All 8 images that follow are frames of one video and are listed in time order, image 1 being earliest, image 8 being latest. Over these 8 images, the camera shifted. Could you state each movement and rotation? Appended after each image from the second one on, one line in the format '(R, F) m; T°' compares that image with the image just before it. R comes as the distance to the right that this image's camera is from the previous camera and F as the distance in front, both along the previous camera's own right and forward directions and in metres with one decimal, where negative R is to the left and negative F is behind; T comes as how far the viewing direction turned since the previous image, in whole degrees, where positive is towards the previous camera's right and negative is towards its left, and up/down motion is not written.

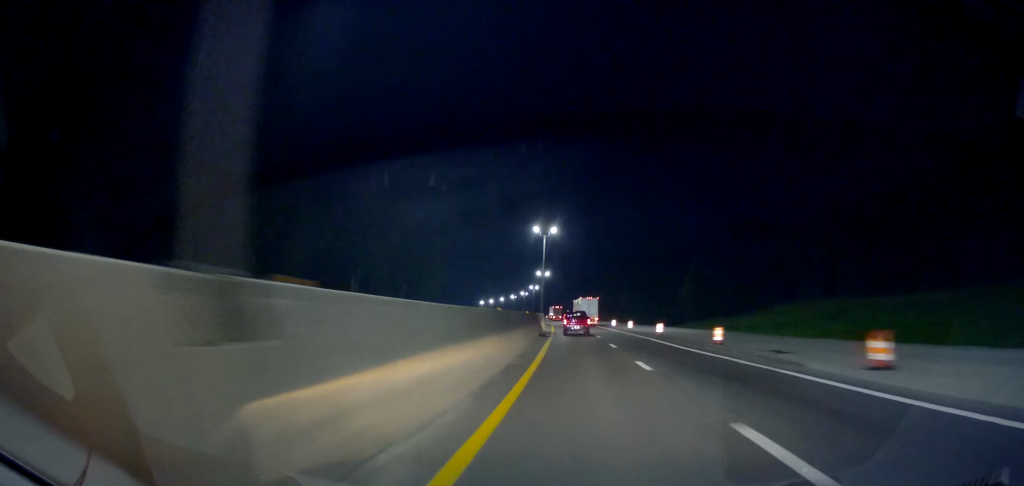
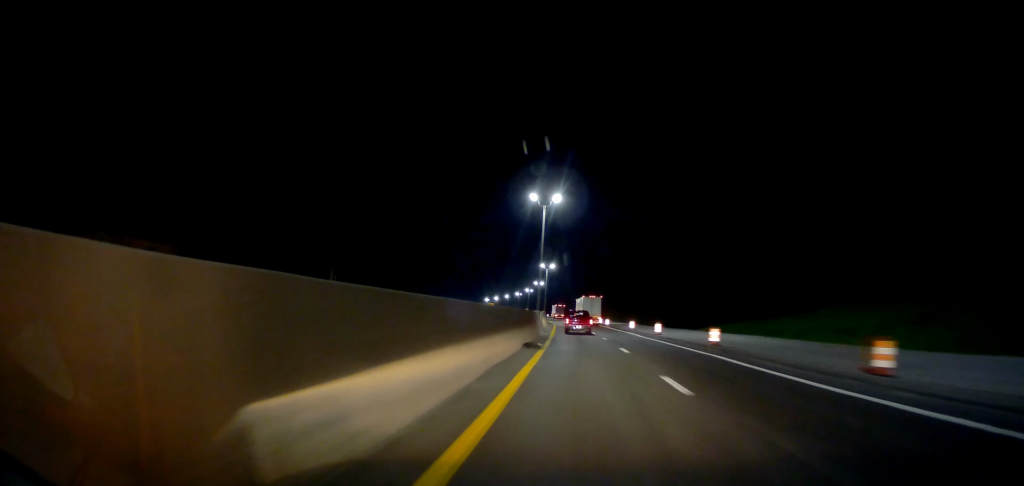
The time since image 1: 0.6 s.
(-0.1, +17.3) m; 0°
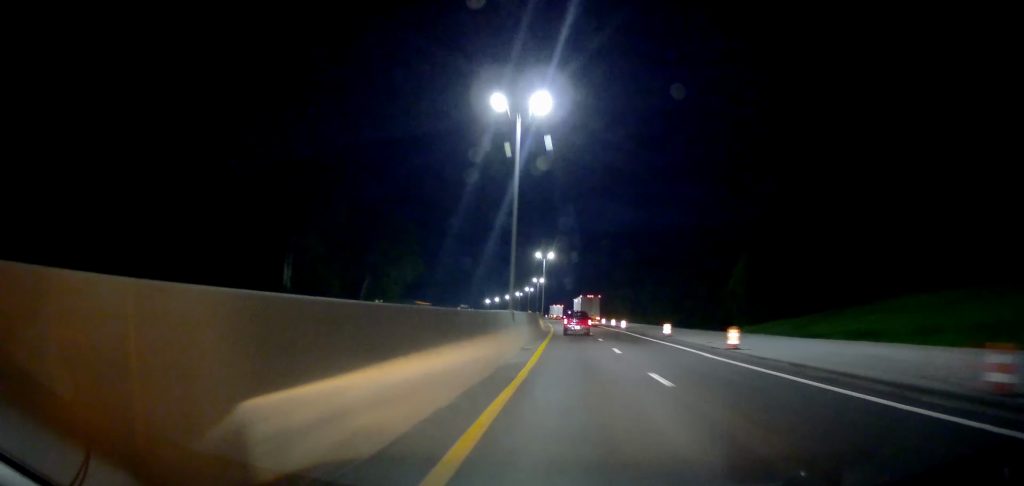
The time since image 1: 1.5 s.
(+0.1, +22.8) m; -1°
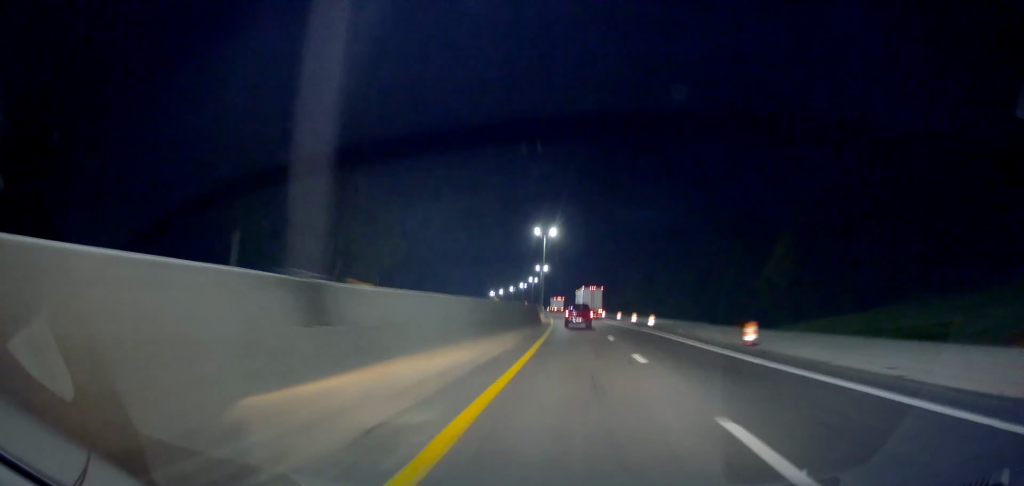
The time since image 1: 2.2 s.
(-0.5, +21.0) m; -1°
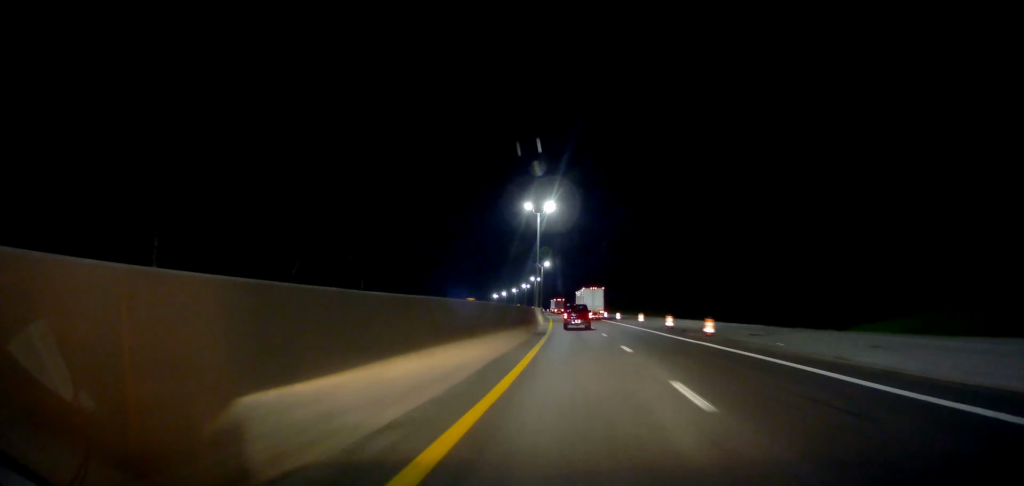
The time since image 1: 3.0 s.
(-0.1, +20.1) m; 0°
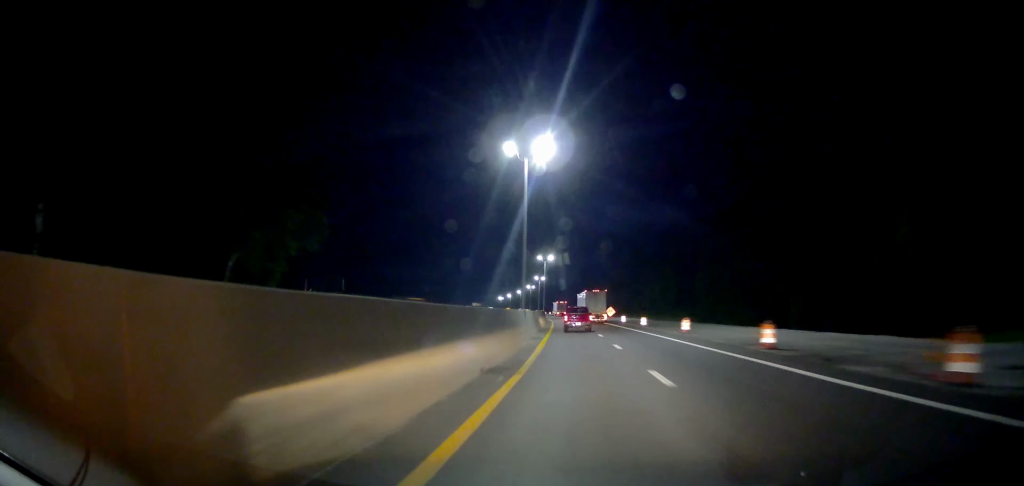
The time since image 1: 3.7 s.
(0.0, +20.9) m; 0°
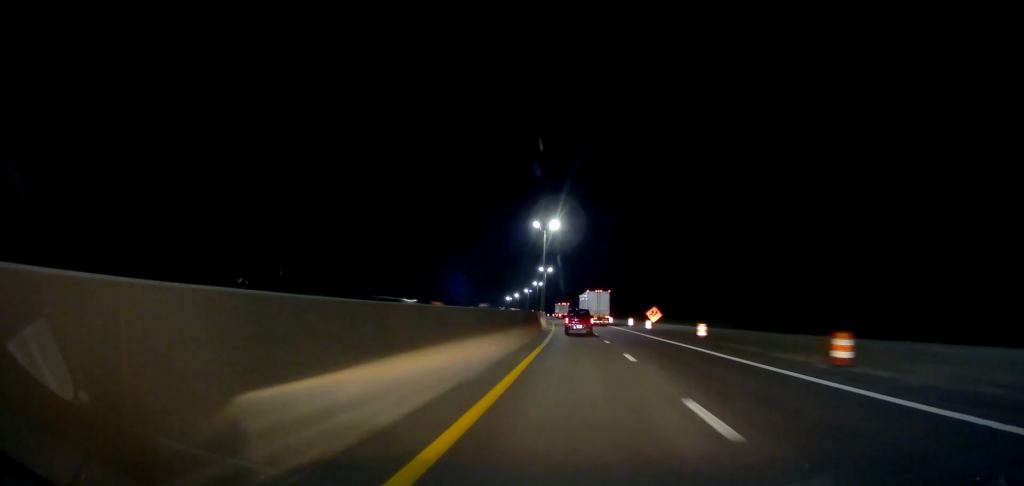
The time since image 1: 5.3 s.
(-0.6, +41.6) m; -2°
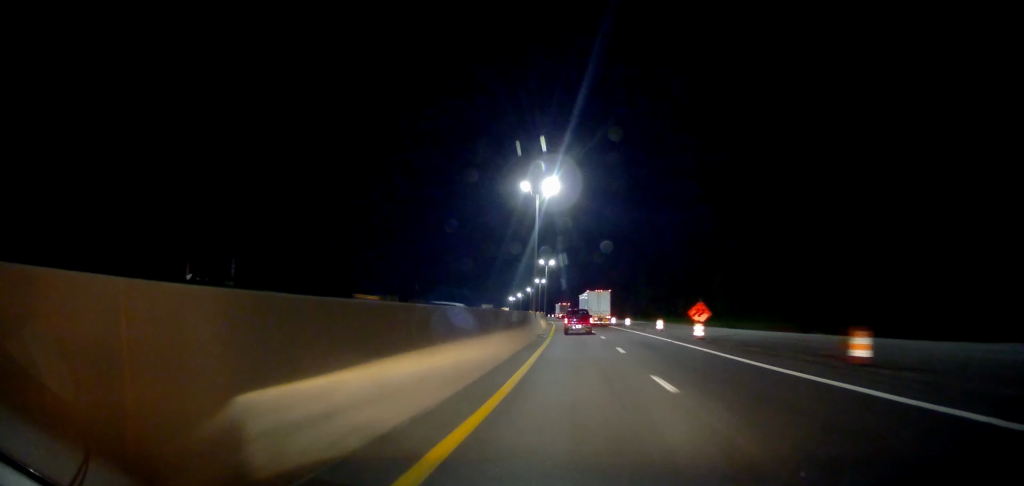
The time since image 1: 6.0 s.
(-0.2, +19.6) m; -1°
